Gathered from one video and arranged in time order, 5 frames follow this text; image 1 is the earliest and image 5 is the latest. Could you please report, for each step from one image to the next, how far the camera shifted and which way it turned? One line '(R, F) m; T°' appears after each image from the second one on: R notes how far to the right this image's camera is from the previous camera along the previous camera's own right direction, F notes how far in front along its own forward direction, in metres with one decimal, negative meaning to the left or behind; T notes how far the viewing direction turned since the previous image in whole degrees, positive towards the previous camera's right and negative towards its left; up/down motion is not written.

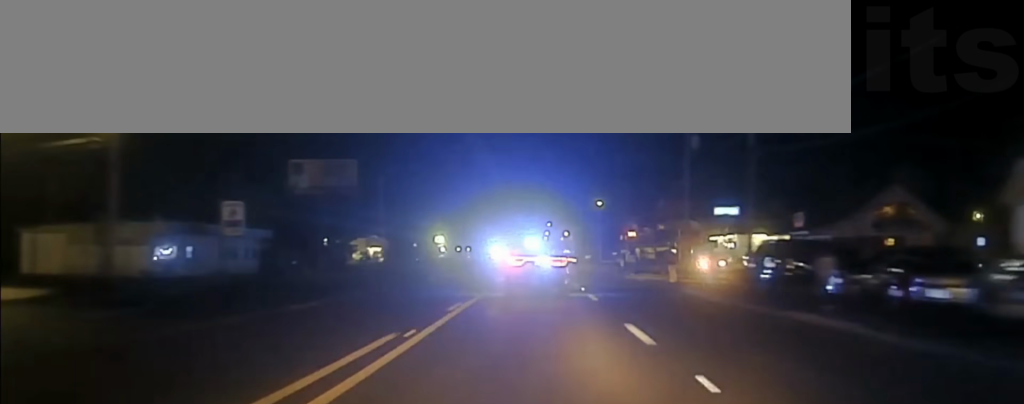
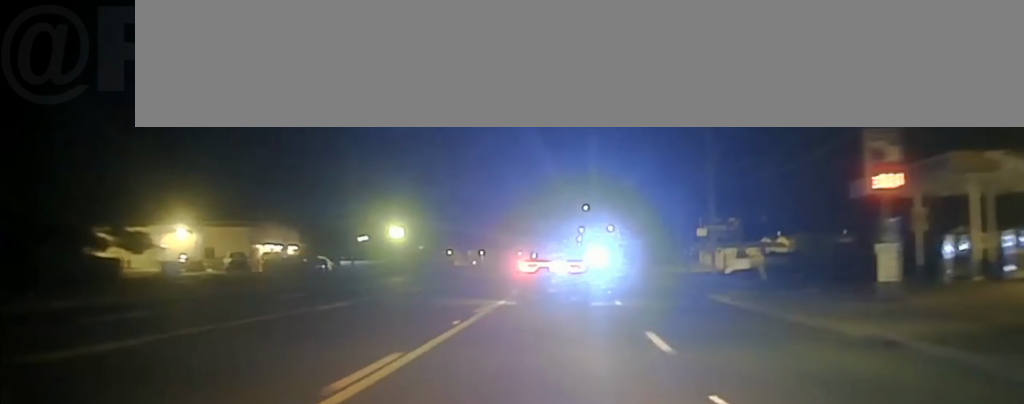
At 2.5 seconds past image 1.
(-0.6, +68.6) m; -2°
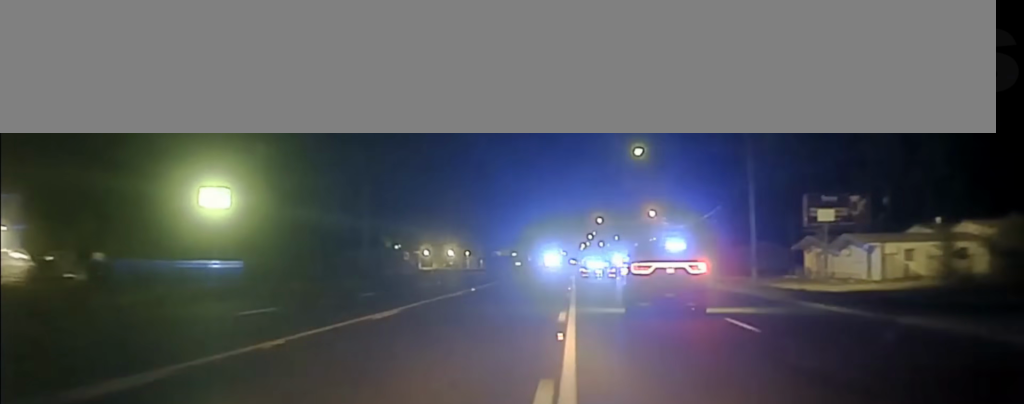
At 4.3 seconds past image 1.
(-0.7, +52.0) m; -1°
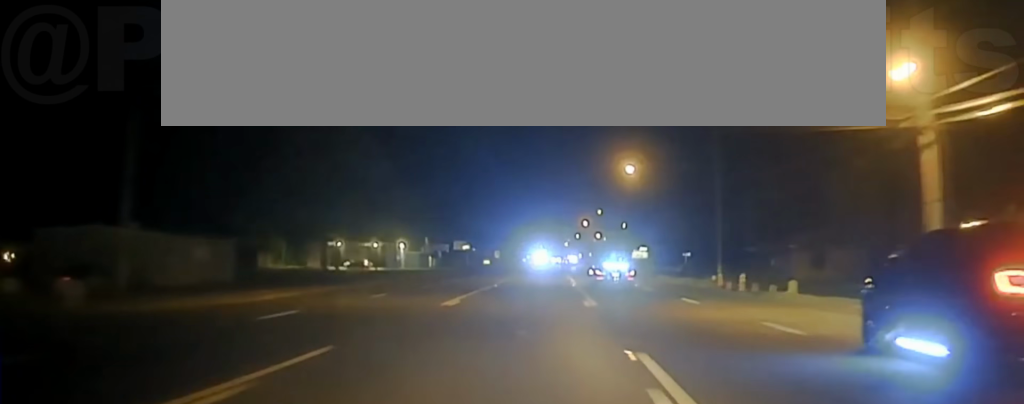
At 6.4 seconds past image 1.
(0.0, +73.5) m; +1°
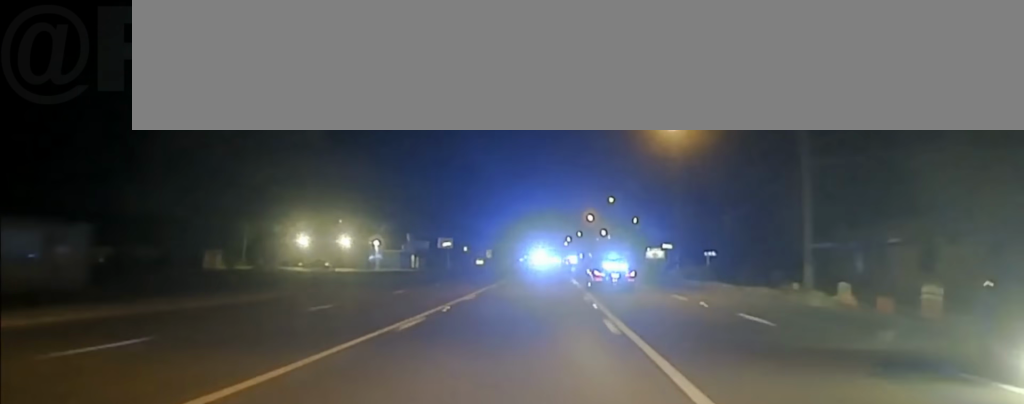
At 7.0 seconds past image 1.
(+0.1, +22.3) m; 0°
